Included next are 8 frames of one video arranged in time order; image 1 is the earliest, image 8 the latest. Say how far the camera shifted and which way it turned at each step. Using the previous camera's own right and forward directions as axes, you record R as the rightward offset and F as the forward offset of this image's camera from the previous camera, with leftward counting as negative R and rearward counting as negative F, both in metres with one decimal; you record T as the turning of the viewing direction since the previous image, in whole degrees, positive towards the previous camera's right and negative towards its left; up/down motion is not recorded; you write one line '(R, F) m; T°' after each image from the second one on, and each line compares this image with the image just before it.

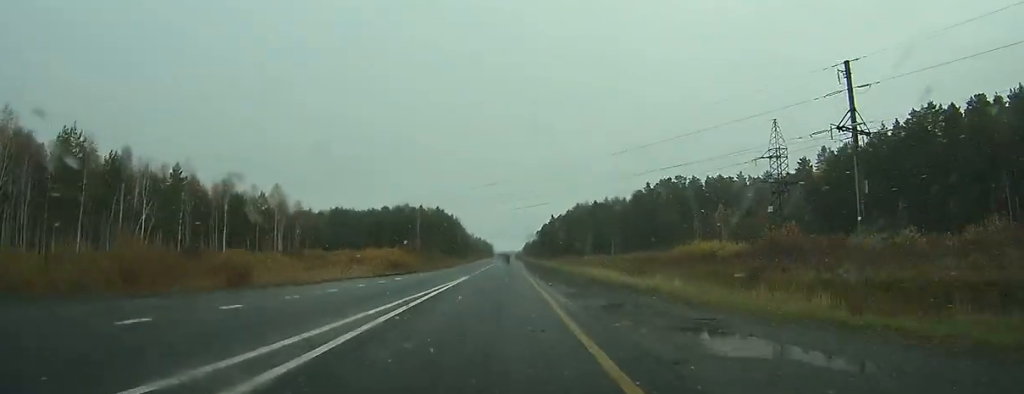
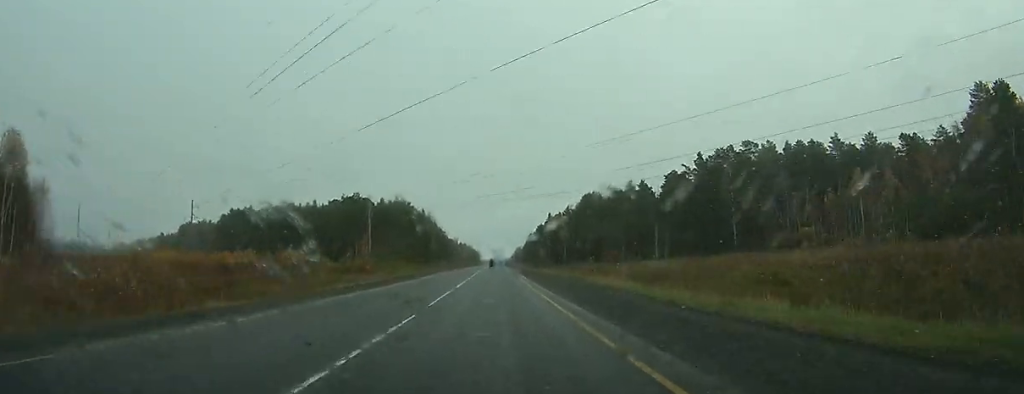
(+0.6, +74.4) m; +1°
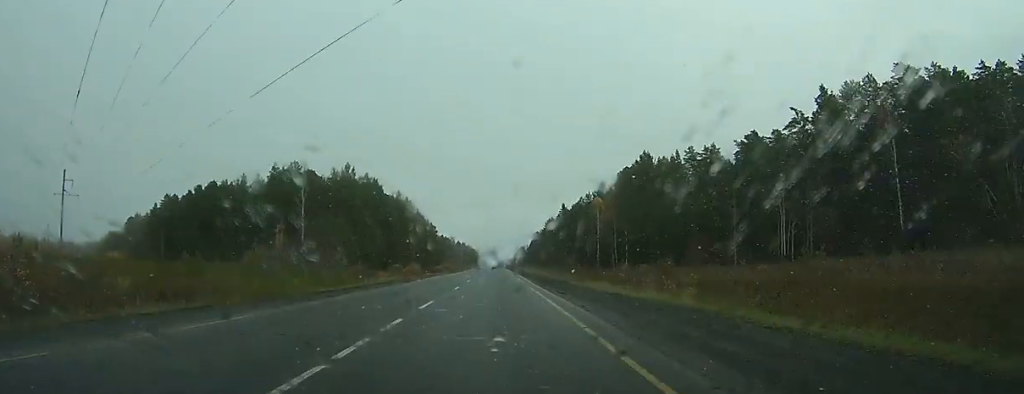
(+0.3, +62.8) m; 0°
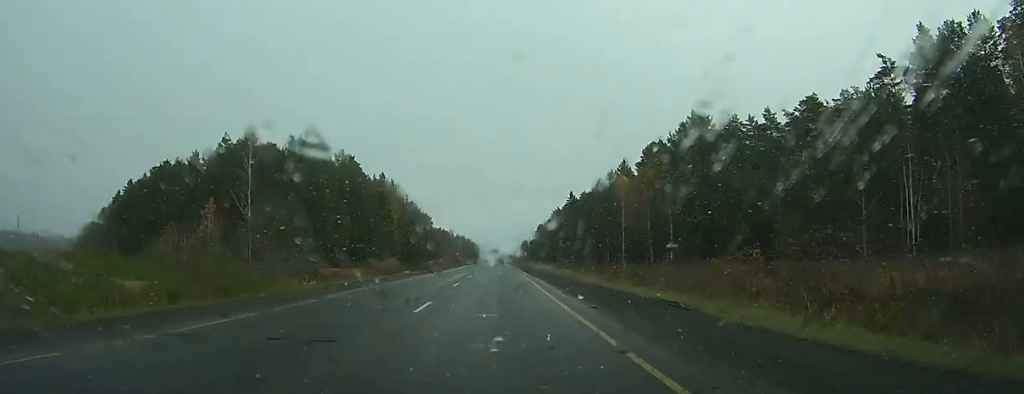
(0.0, +25.6) m; 0°
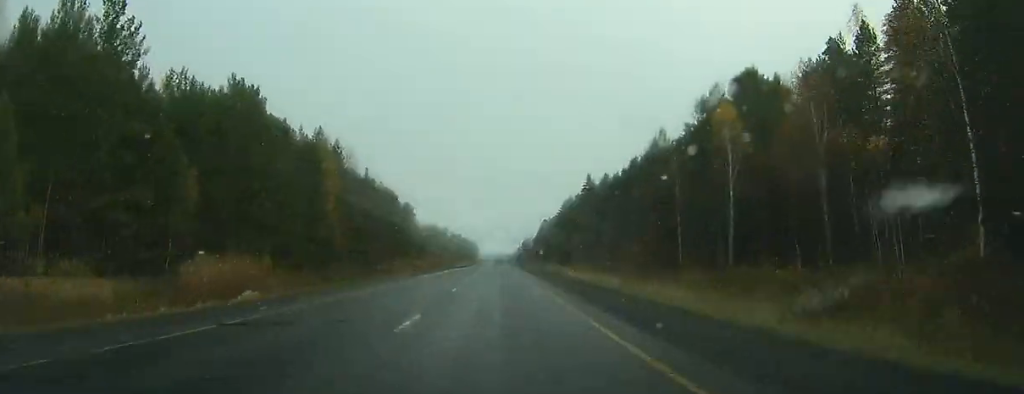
(0.0, +49.8) m; 0°
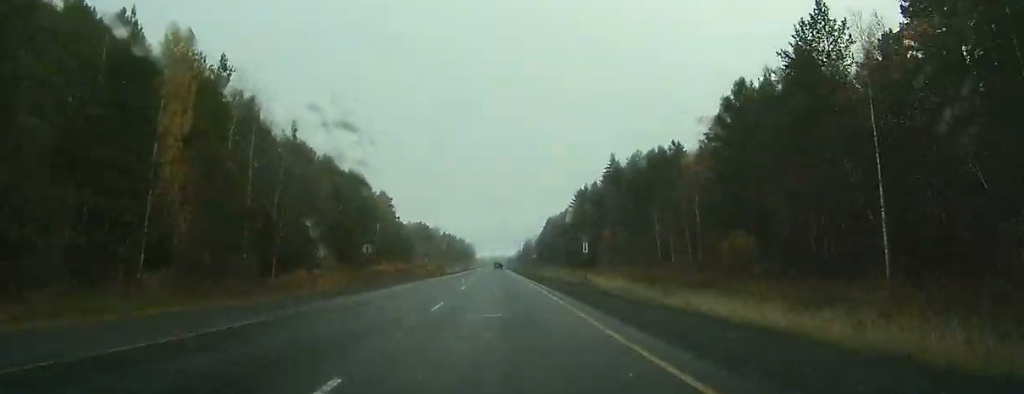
(0.0, +41.5) m; 0°
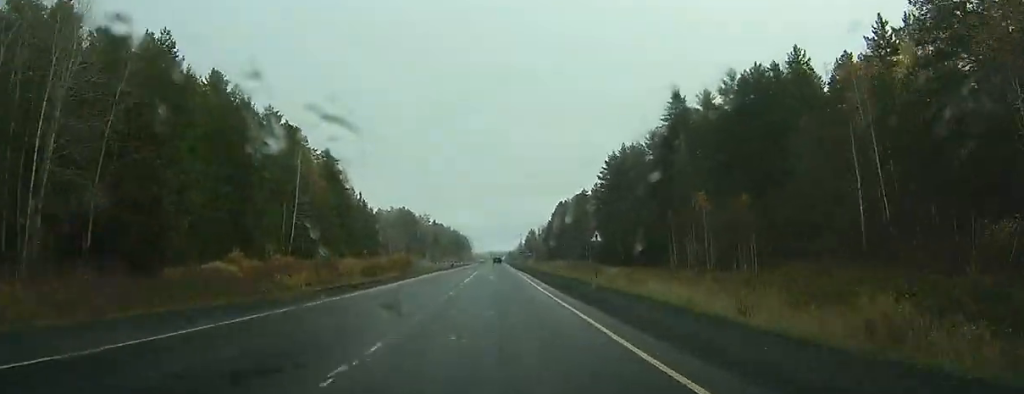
(+0.1, +59.4) m; 0°
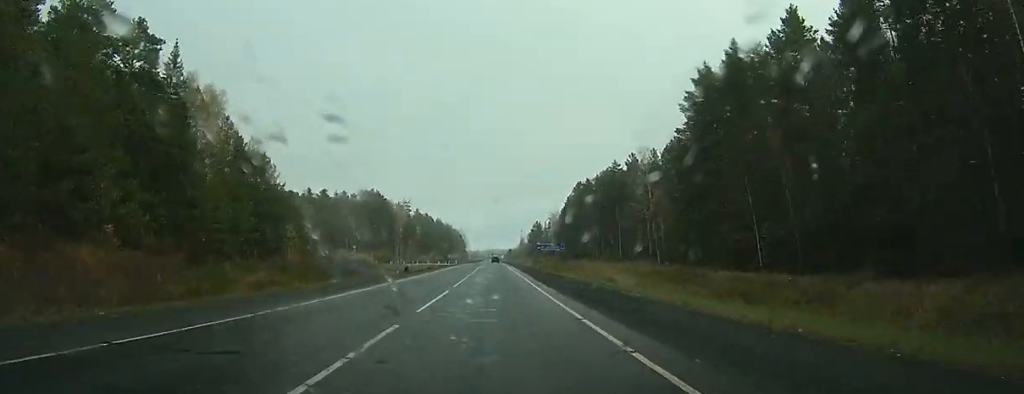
(-0.1, +65.5) m; 0°
